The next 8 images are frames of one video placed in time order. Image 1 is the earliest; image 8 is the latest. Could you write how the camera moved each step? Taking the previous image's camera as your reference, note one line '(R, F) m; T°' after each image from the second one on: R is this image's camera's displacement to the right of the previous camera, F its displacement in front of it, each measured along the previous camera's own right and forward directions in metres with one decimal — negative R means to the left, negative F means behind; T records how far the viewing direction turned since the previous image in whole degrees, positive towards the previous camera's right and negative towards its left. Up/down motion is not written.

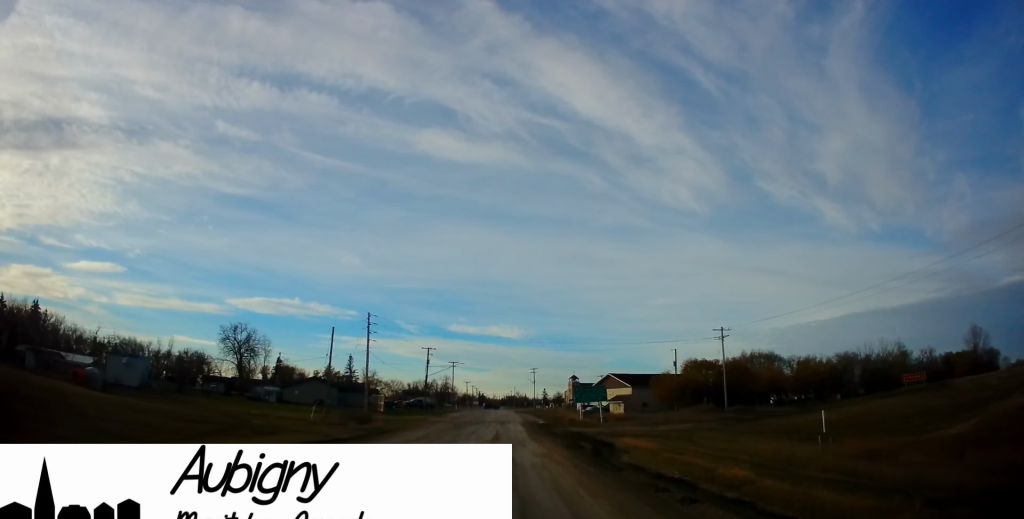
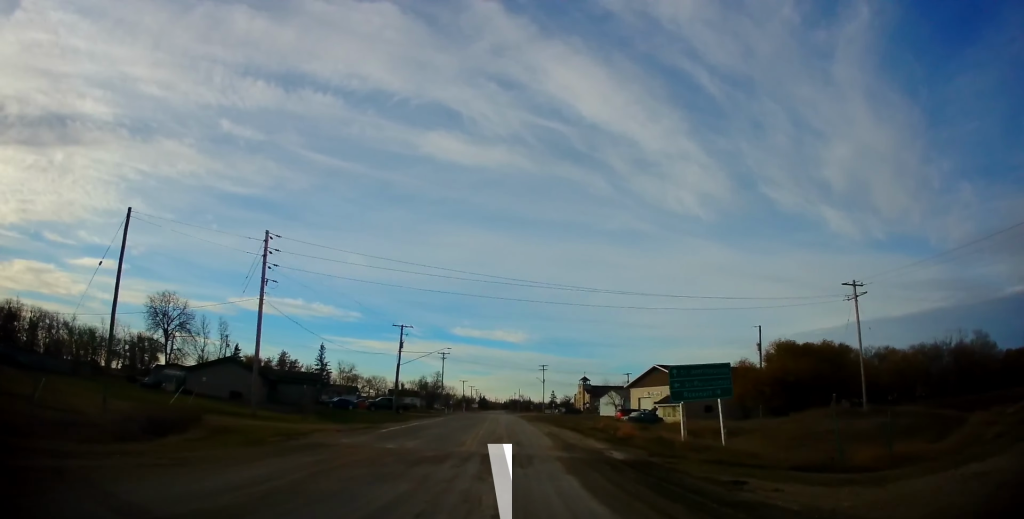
(-0.1, +31.5) m; 0°
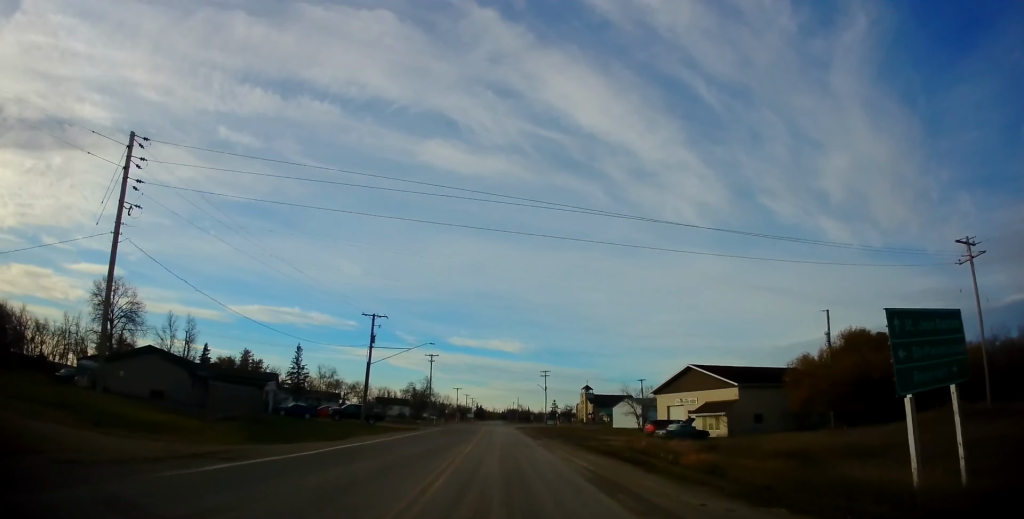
(0.0, +15.7) m; 0°
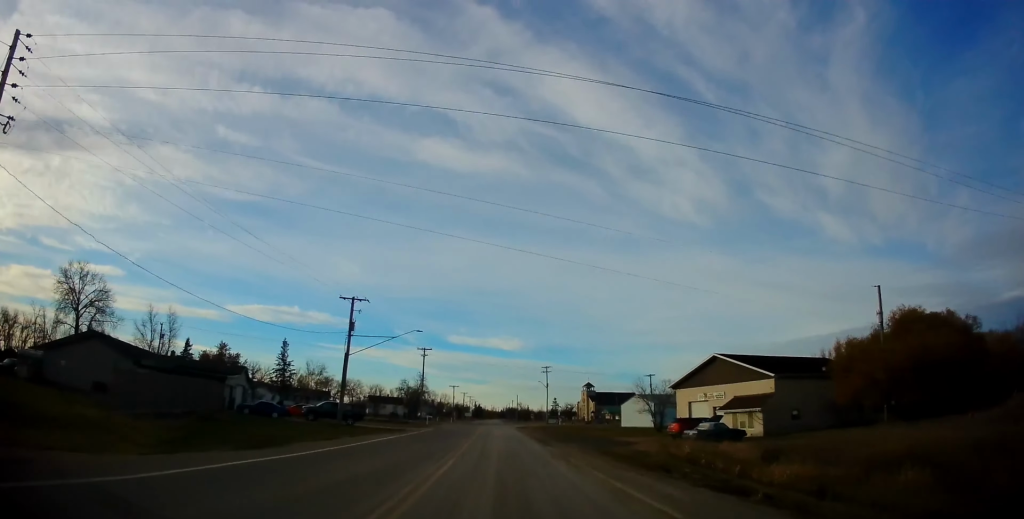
(0.0, +8.3) m; 0°
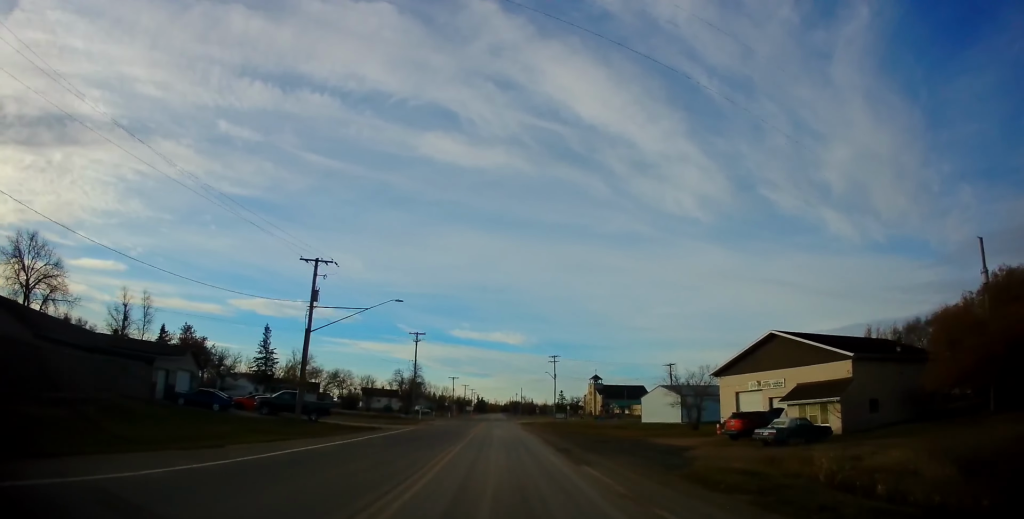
(0.0, +11.6) m; -1°
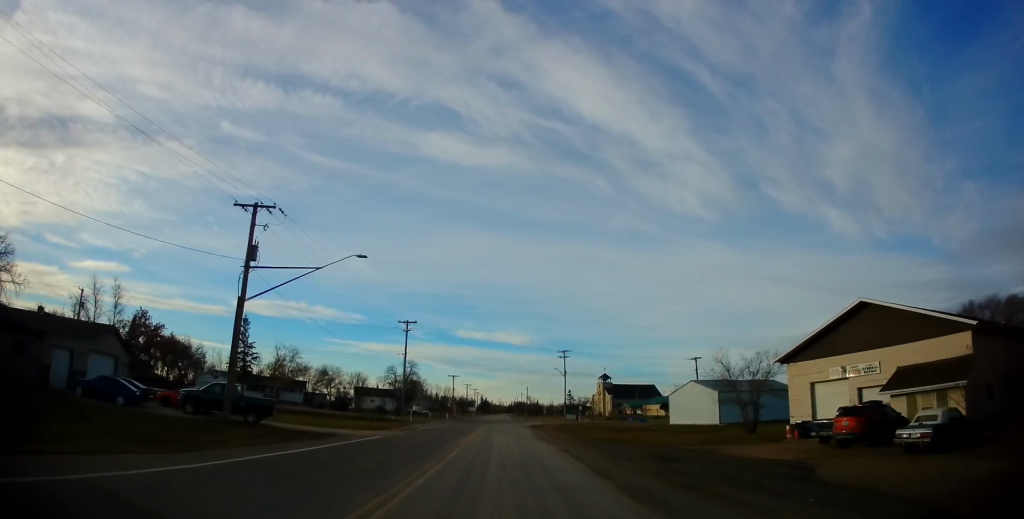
(-0.1, +11.6) m; -1°
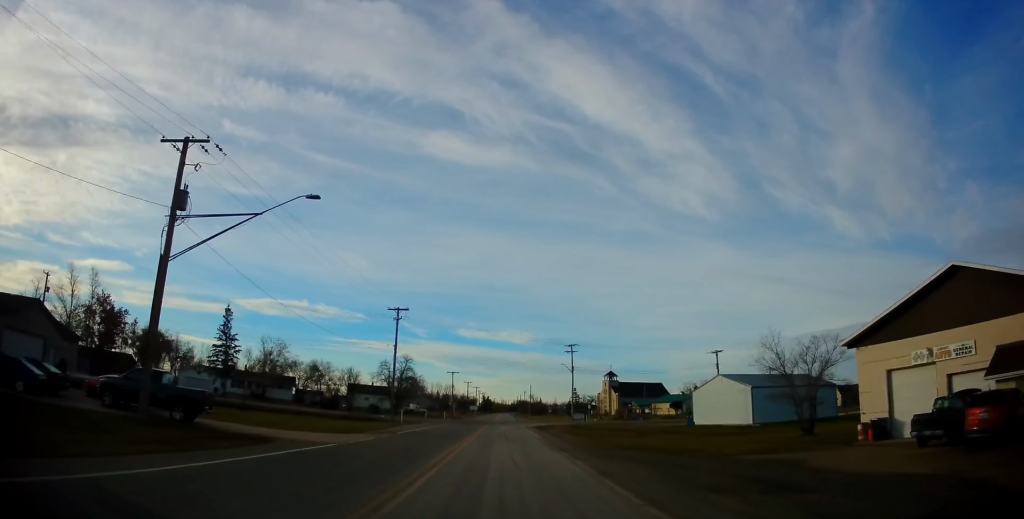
(0.0, +7.9) m; 0°
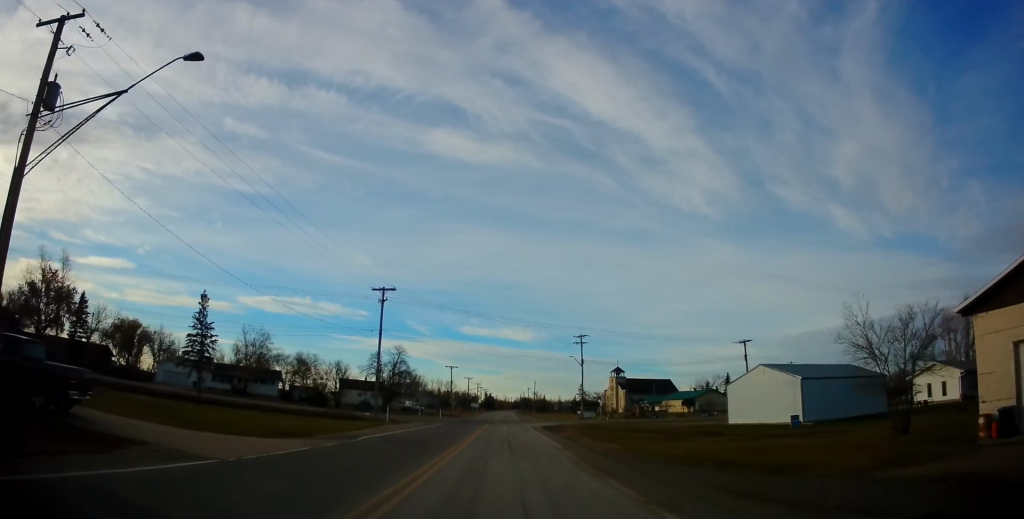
(0.0, +9.0) m; 0°
